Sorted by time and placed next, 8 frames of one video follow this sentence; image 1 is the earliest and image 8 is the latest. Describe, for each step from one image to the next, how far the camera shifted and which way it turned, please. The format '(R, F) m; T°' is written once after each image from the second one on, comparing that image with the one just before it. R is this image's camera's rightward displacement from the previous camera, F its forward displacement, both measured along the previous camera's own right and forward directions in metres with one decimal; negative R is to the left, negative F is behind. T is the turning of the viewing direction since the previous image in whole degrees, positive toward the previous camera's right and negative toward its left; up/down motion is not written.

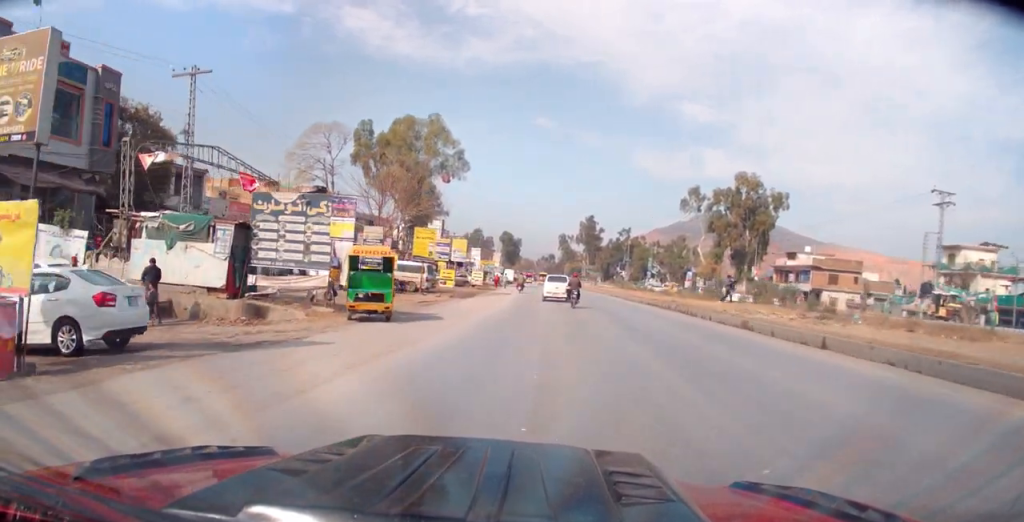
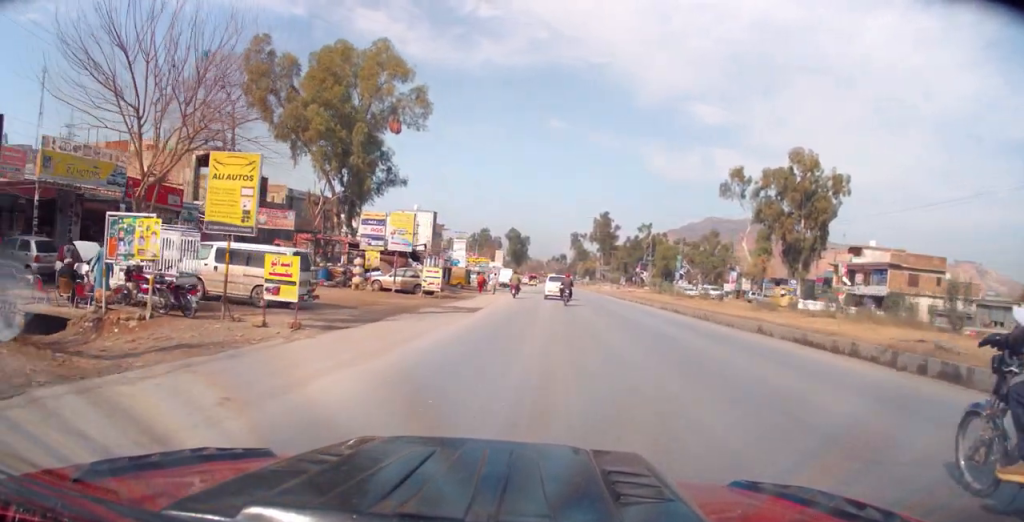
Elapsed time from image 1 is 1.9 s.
(-0.1, +22.3) m; 0°
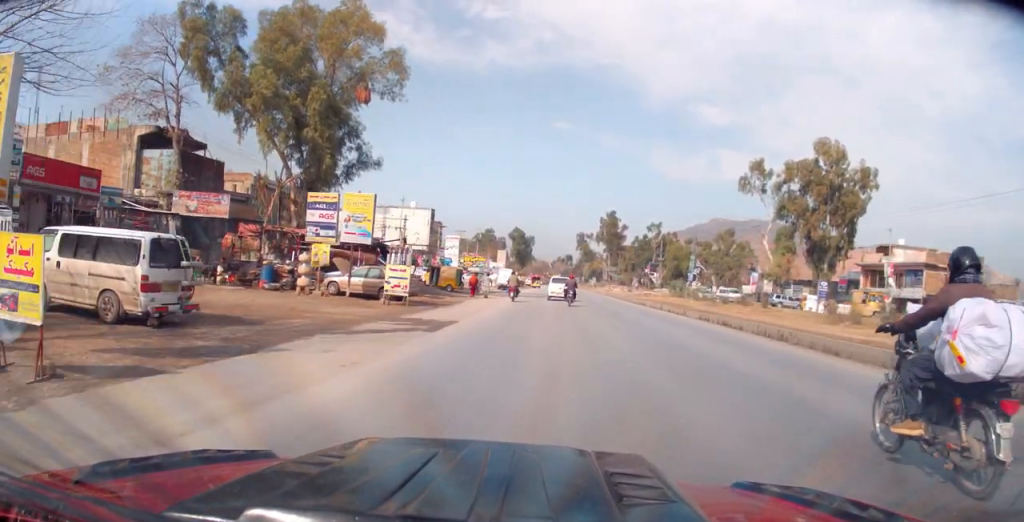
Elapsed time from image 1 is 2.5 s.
(0.0, +7.8) m; +1°
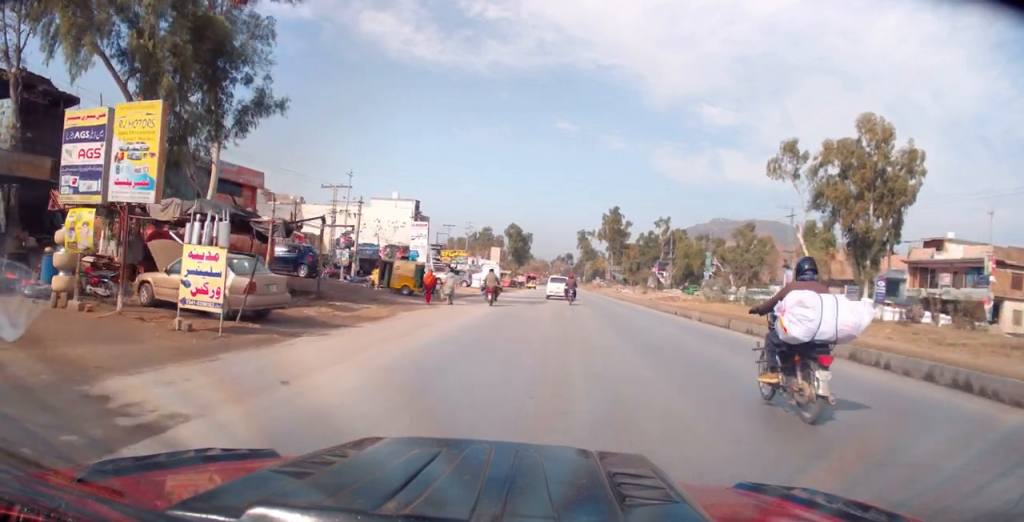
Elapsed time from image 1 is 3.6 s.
(+0.2, +13.0) m; 0°
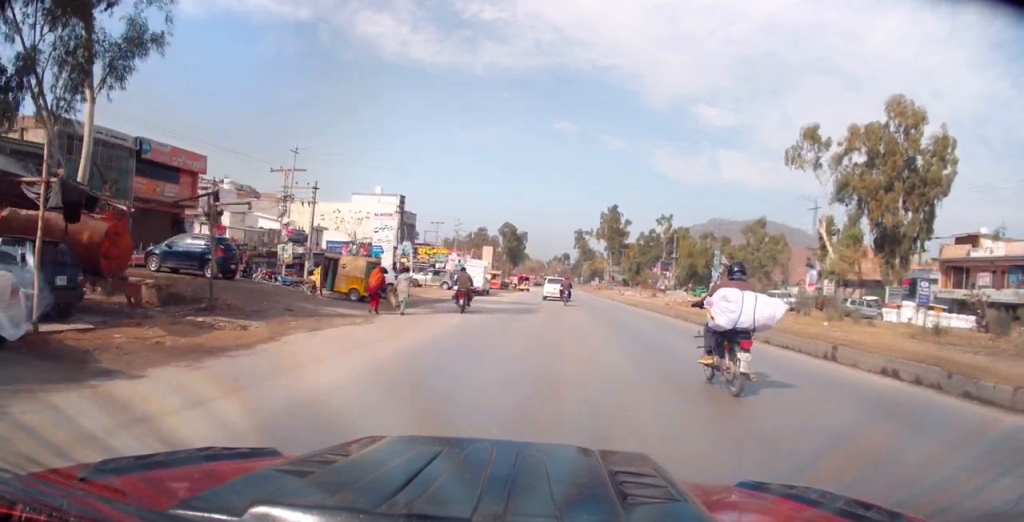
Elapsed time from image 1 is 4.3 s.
(0.0, +8.2) m; -1°
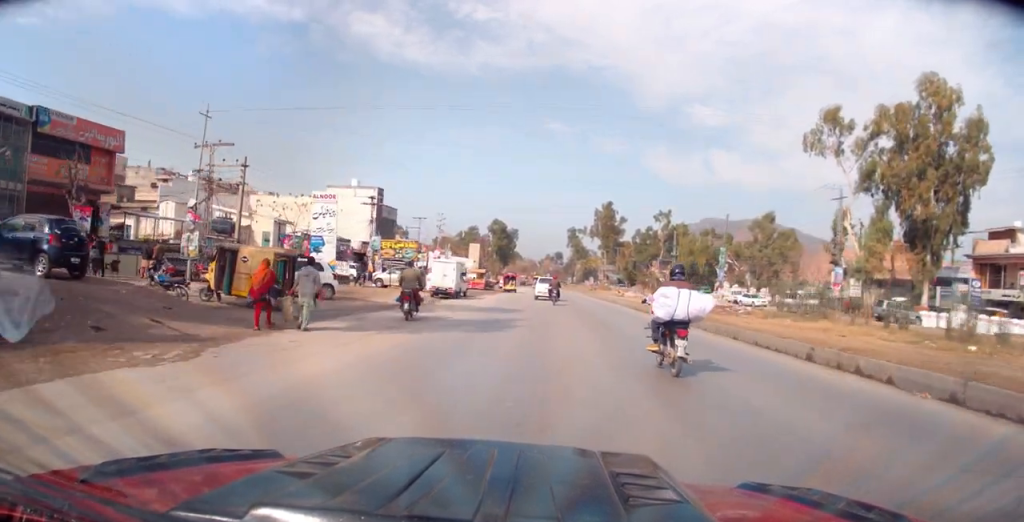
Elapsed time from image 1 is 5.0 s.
(-0.3, +8.3) m; -2°
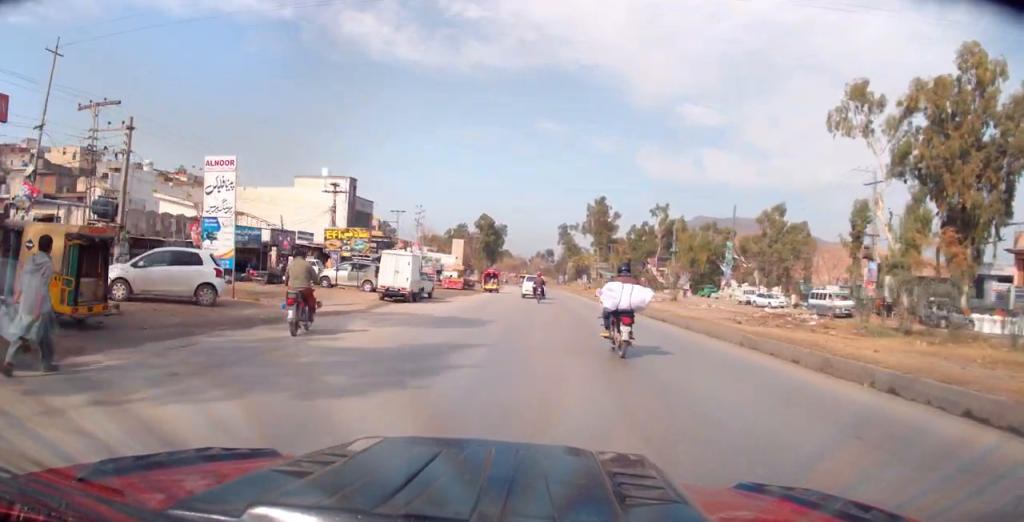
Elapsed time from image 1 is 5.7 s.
(0.0, +8.5) m; +1°
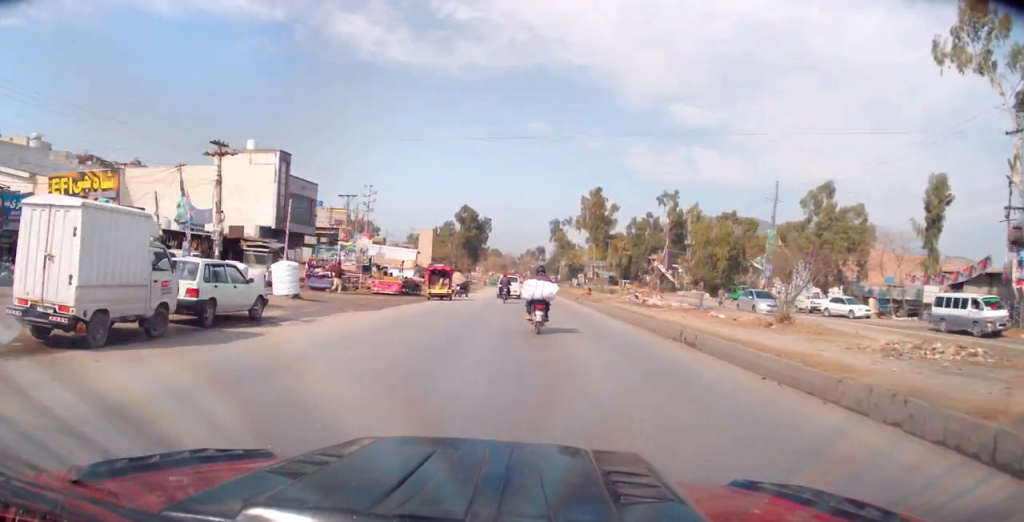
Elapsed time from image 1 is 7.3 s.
(+0.7, +19.0) m; +2°
